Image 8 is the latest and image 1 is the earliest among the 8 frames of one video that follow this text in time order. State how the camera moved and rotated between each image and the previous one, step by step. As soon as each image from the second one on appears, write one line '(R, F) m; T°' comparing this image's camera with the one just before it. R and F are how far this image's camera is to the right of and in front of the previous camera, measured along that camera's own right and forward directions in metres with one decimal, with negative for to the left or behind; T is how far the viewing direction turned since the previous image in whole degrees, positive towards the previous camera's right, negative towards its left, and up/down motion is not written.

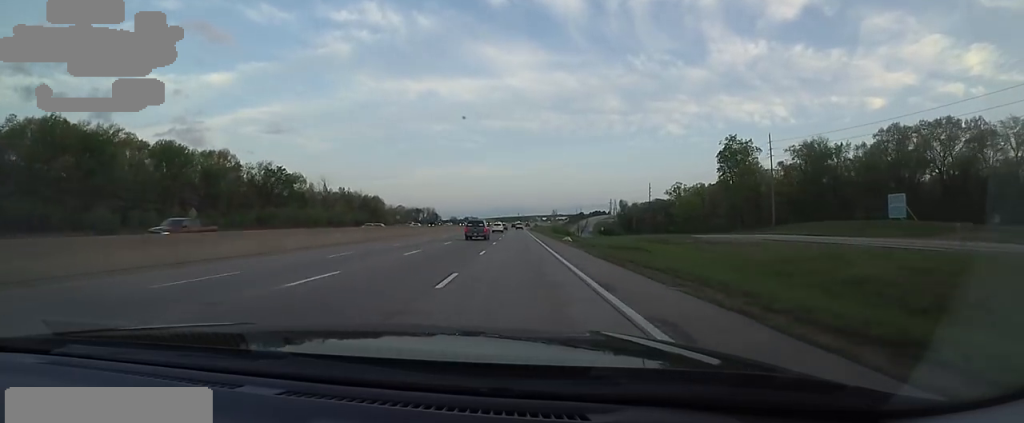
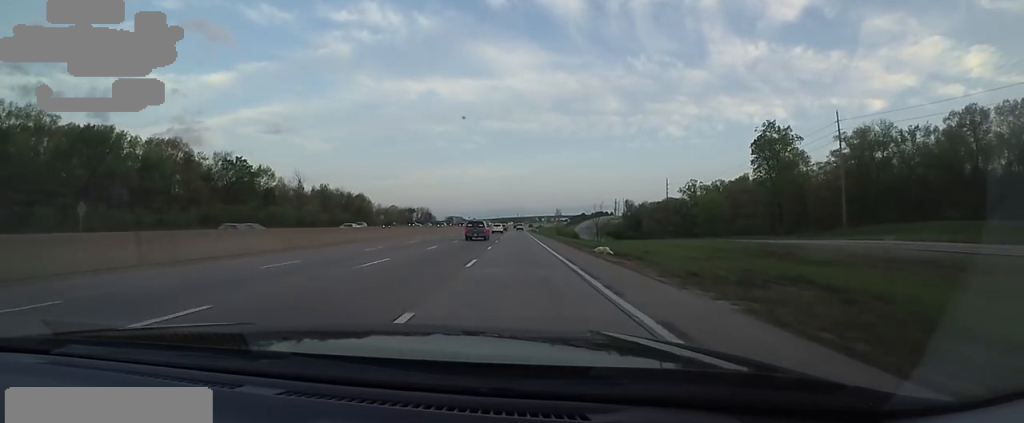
(+0.2, +19.2) m; 0°
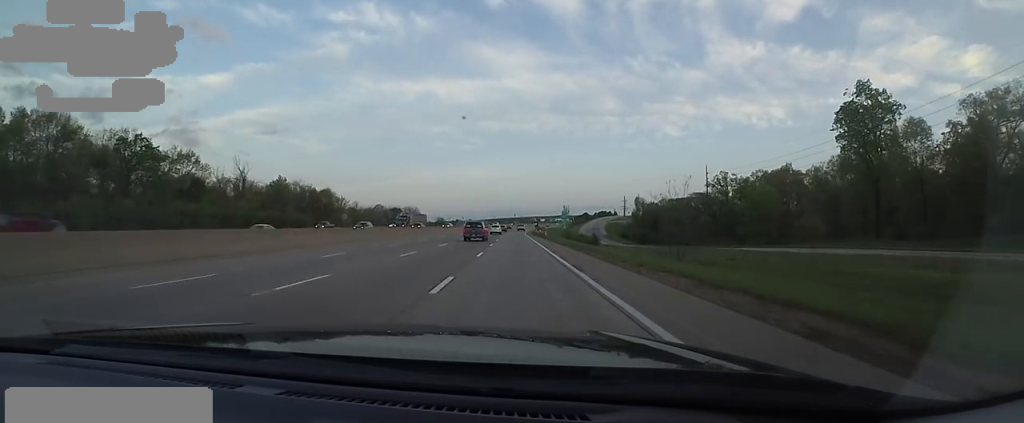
(-0.6, +30.8) m; -1°
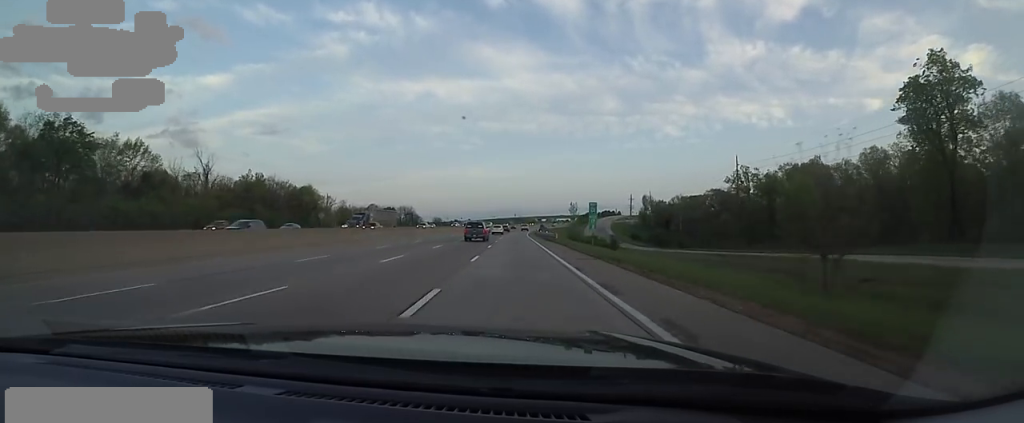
(0.0, +14.6) m; -1°
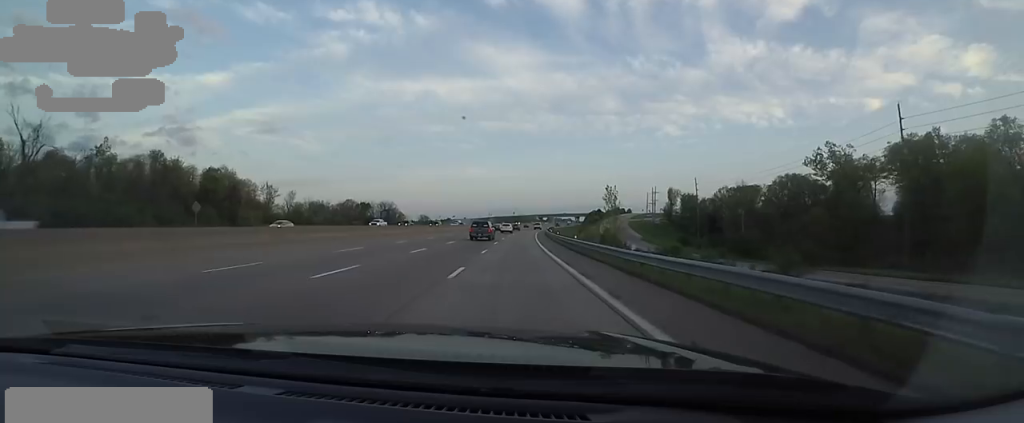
(-0.7, +41.2) m; +1°
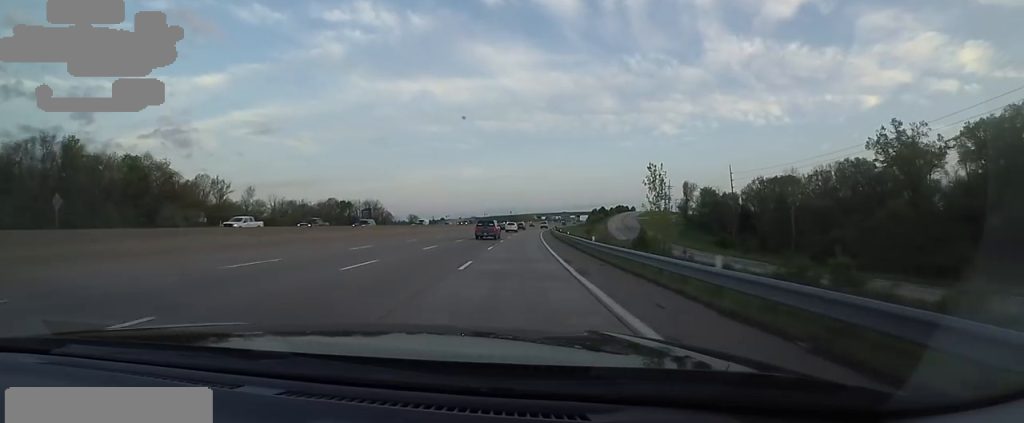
(+0.9, +20.8) m; +2°
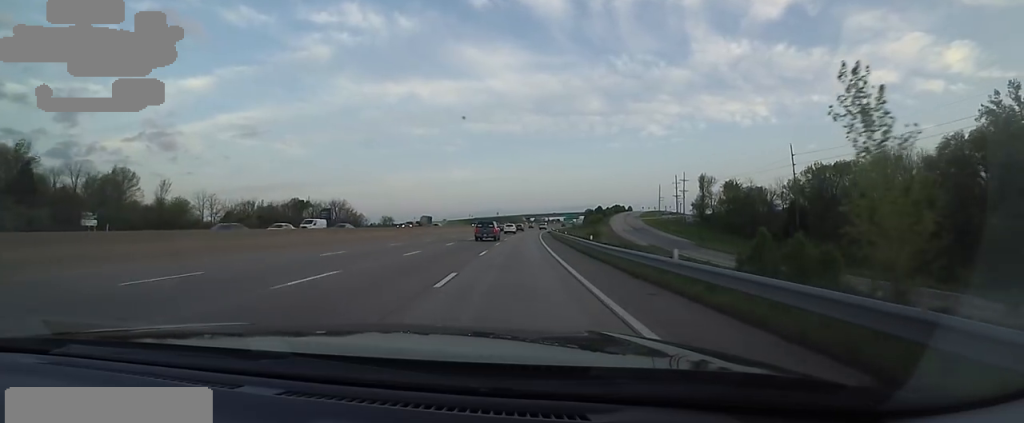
(+0.3, +27.2) m; +1°
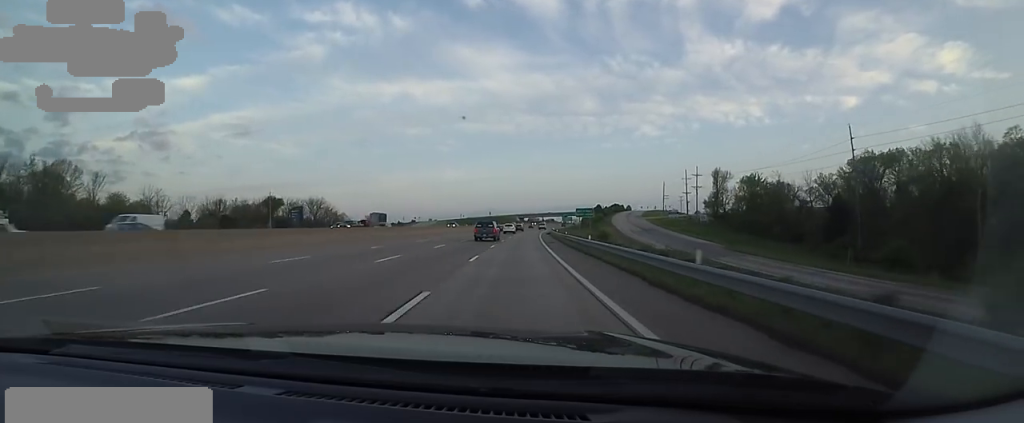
(0.0, +15.8) m; 0°
